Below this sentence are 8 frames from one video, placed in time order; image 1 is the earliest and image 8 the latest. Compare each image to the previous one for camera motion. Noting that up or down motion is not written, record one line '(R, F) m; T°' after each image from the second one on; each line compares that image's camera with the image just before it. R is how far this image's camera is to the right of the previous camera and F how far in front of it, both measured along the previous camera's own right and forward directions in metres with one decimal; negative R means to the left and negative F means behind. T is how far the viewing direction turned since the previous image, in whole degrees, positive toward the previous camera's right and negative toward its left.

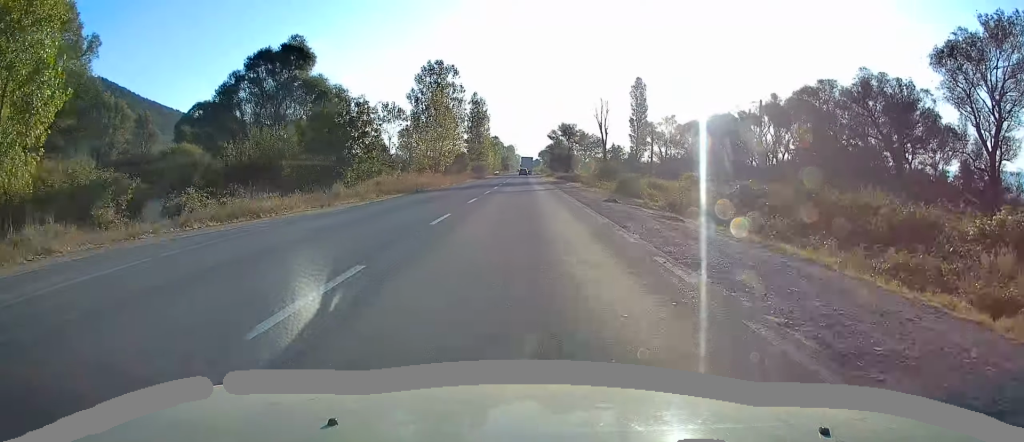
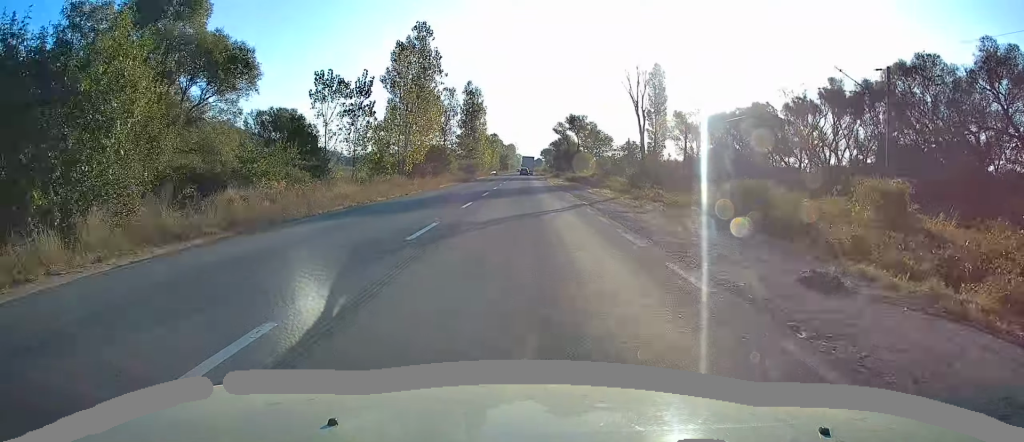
(-0.3, +21.0) m; -1°
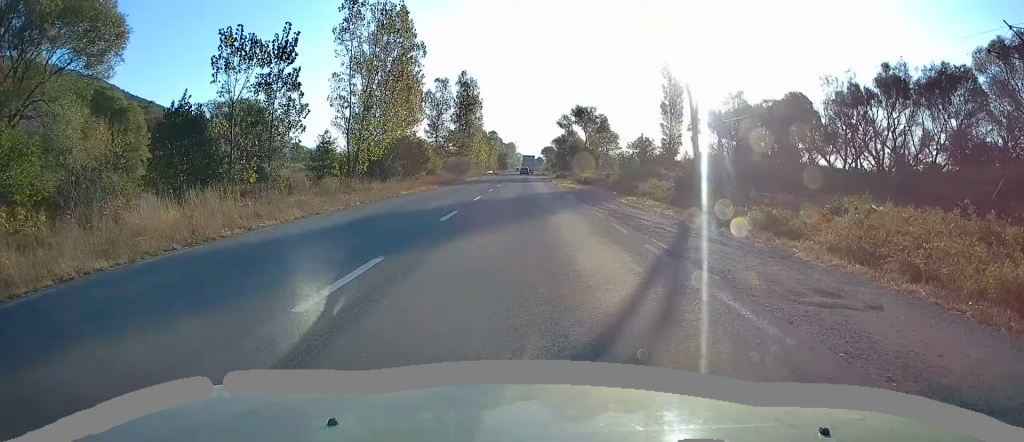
(-0.1, +14.4) m; 0°
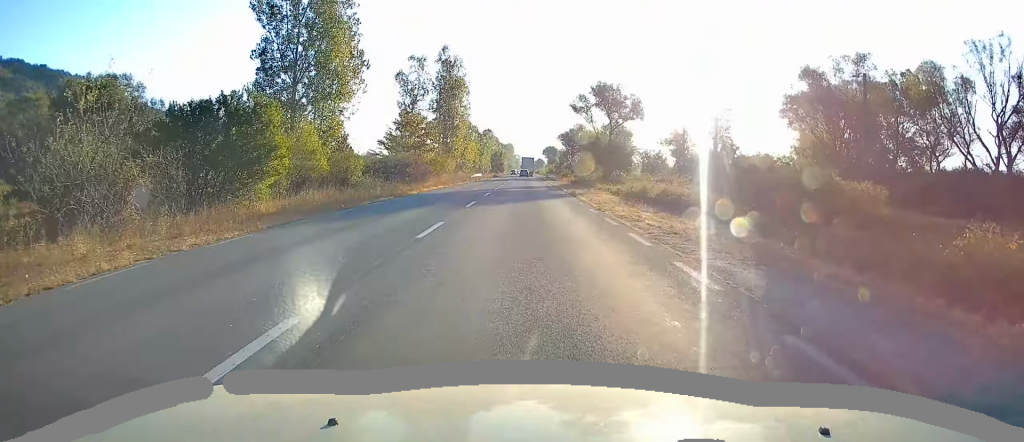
(0.0, +30.6) m; 0°
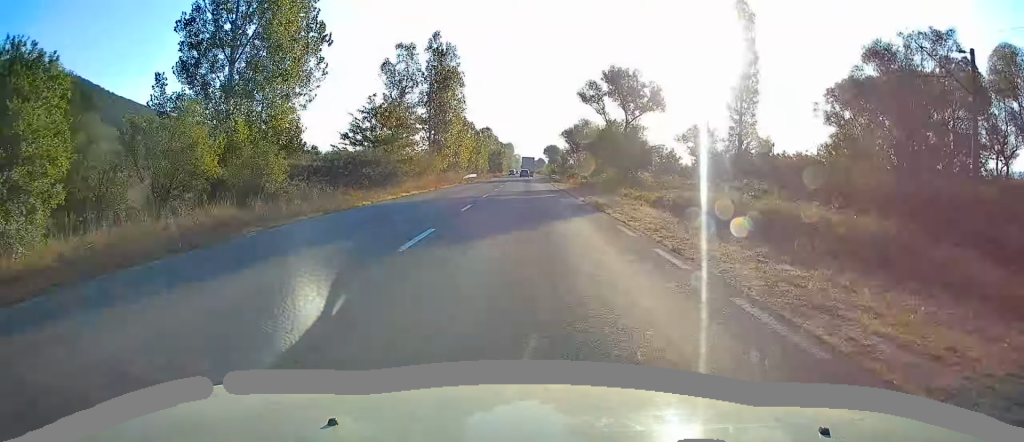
(0.0, +10.9) m; 0°
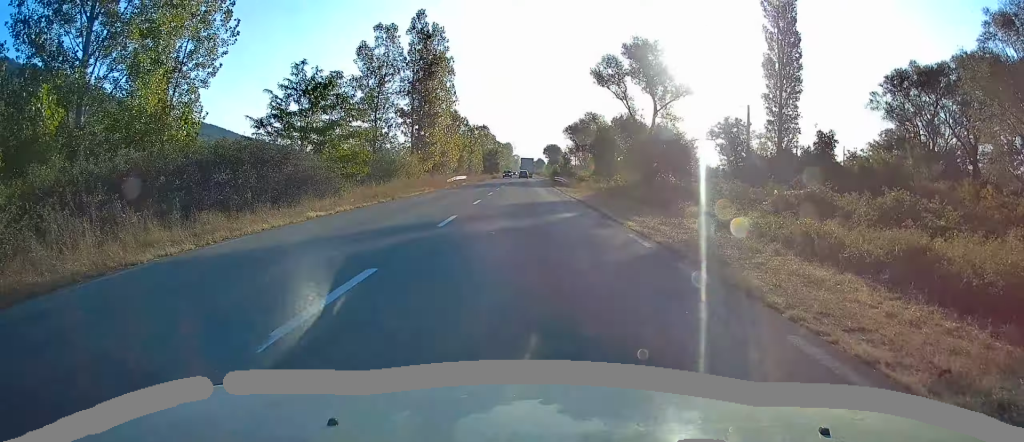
(0.0, +13.7) m; +1°
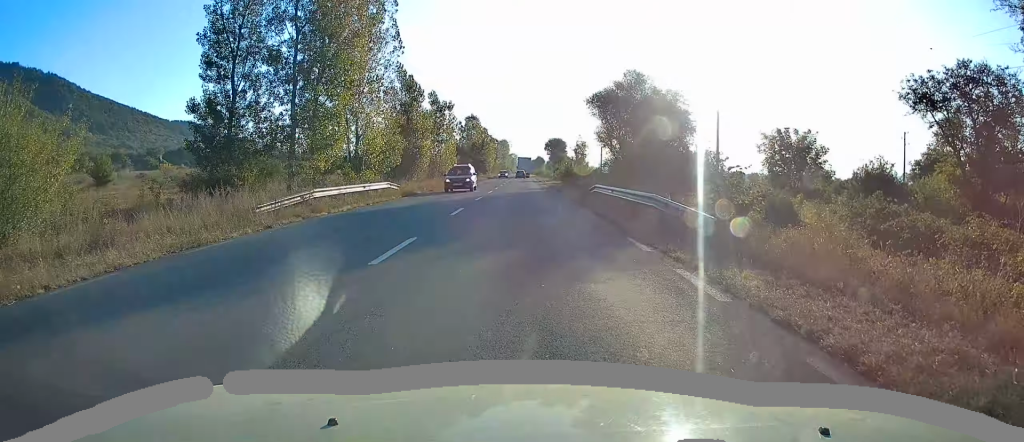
(+0.3, +41.3) m; 0°
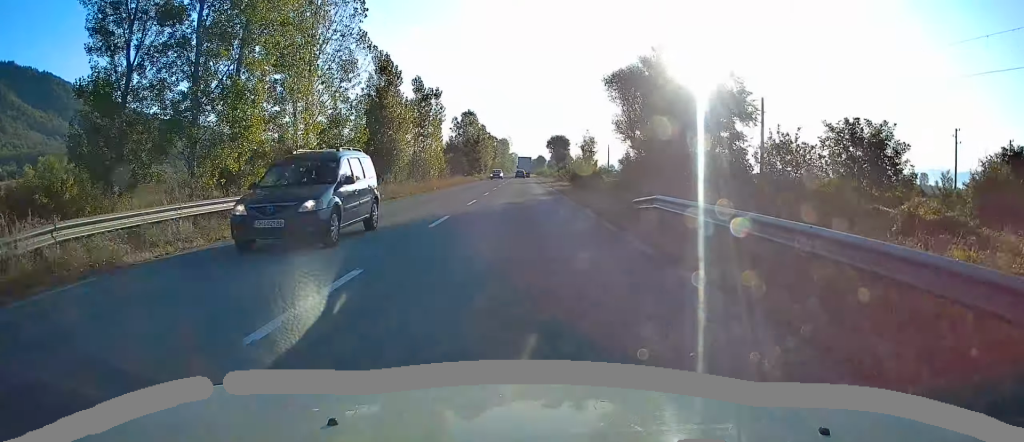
(-0.3, +12.7) m; 0°
